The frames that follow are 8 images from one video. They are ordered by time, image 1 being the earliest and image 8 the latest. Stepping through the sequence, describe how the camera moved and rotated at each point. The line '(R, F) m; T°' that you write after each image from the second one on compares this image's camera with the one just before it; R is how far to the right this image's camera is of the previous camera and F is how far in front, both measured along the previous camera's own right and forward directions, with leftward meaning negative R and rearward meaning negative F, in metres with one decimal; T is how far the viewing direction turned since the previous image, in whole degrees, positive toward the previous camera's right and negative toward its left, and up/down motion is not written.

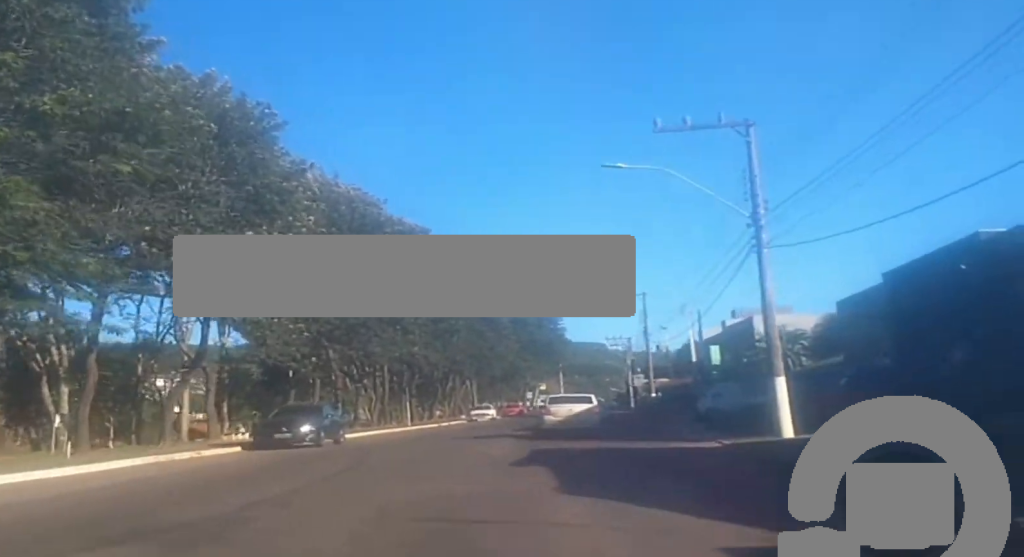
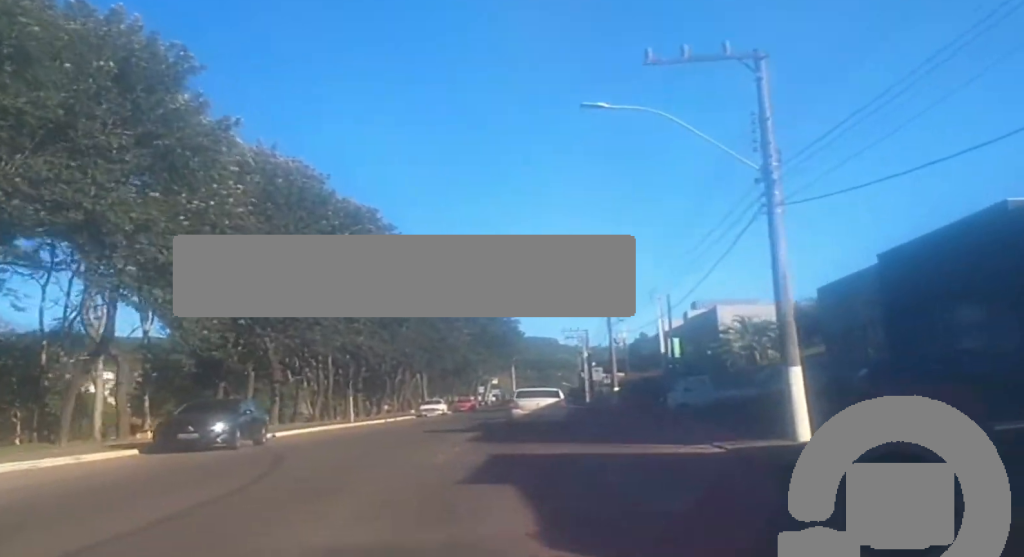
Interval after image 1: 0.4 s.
(+0.4, +4.6) m; +3°
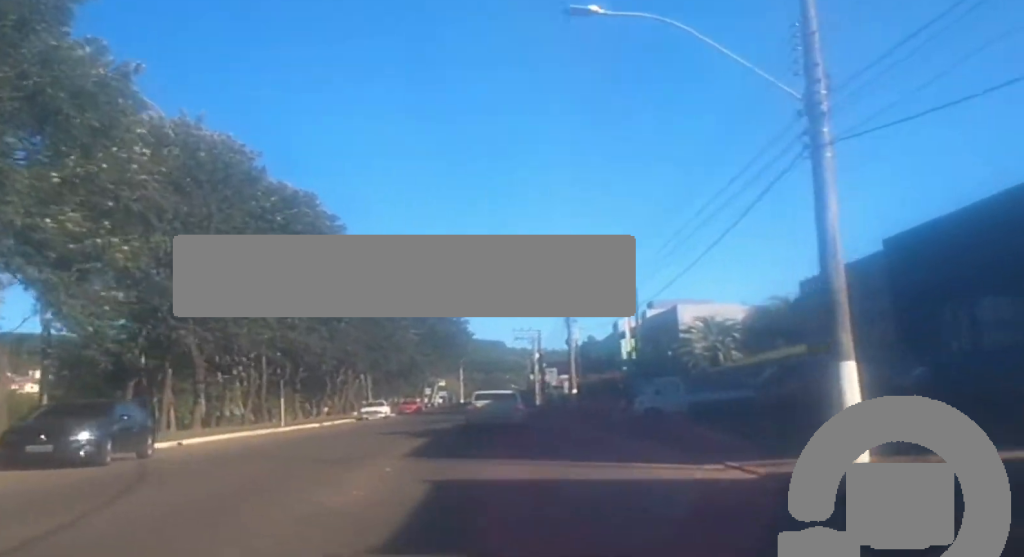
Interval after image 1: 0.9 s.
(+0.1, +4.9) m; +3°
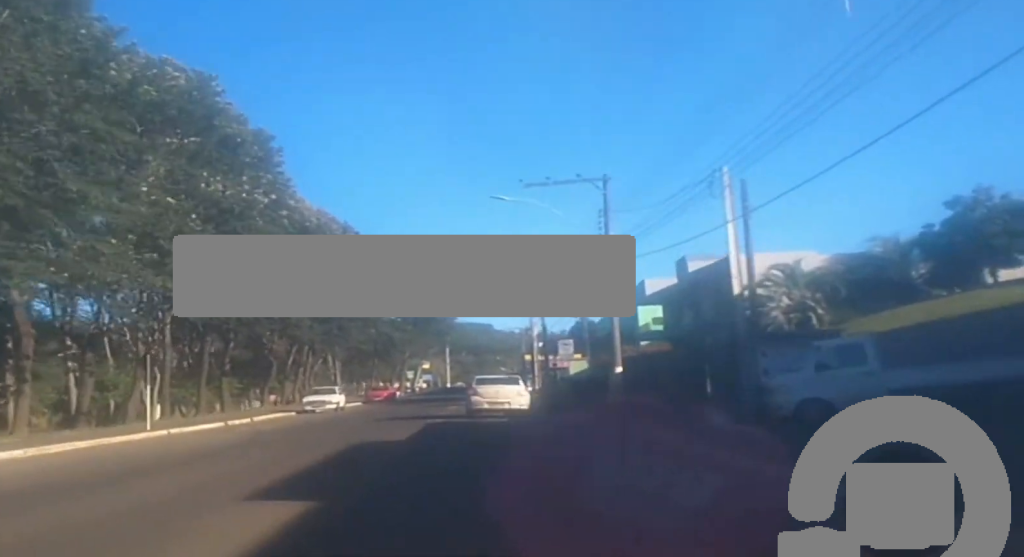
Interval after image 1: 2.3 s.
(+0.7, +17.8) m; +2°
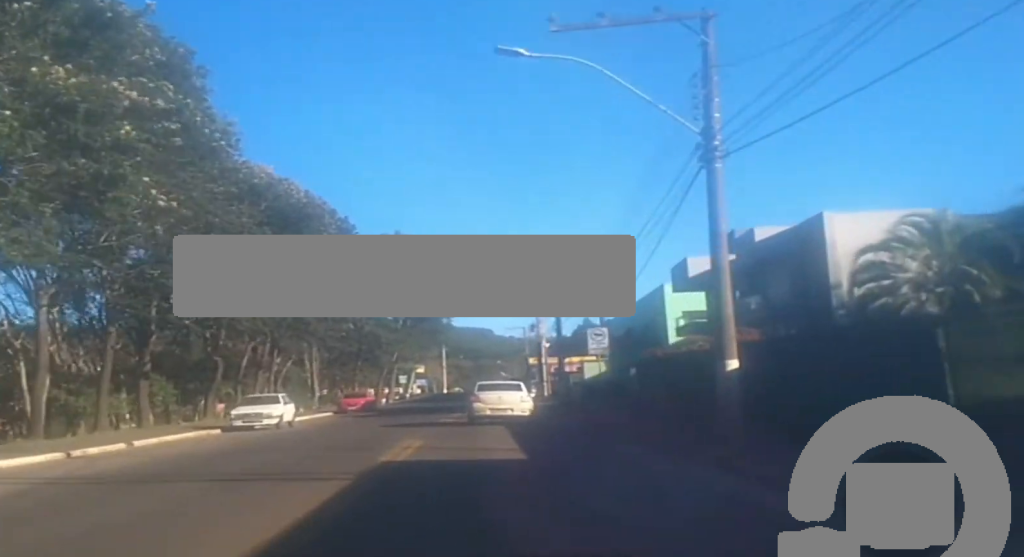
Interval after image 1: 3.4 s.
(+0.1, +14.6) m; 0°
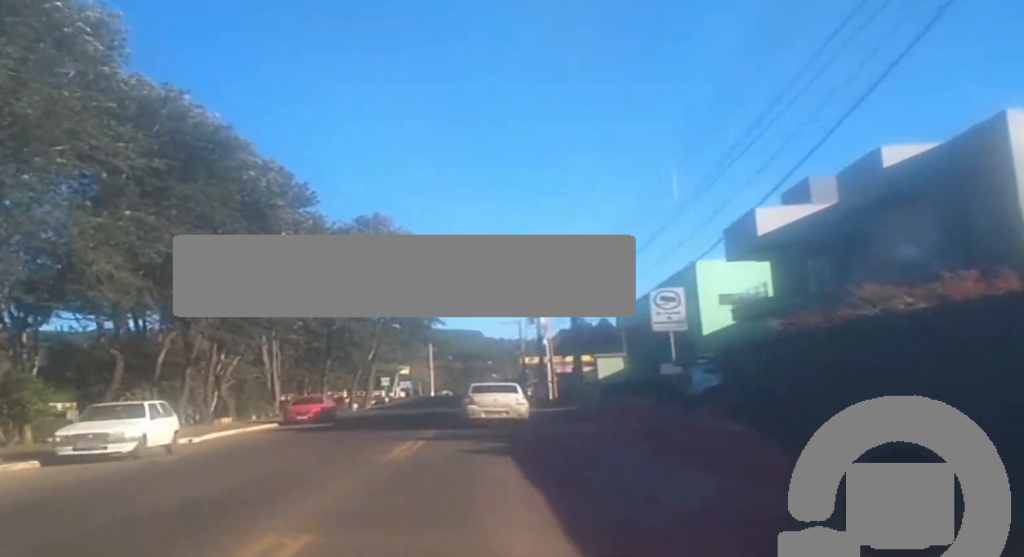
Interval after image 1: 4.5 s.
(-0.1, +13.9) m; 0°
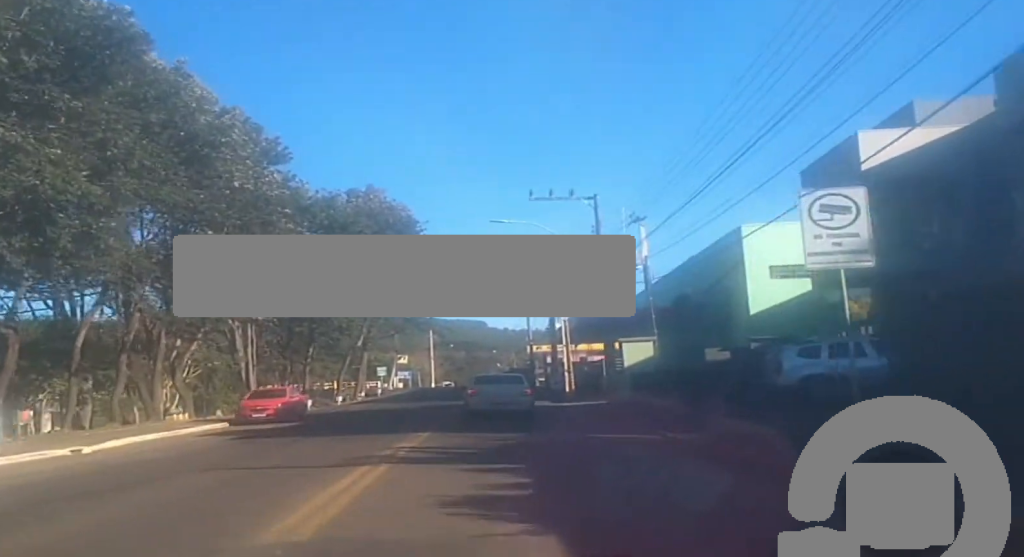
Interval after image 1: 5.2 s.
(0.0, +9.3) m; 0°
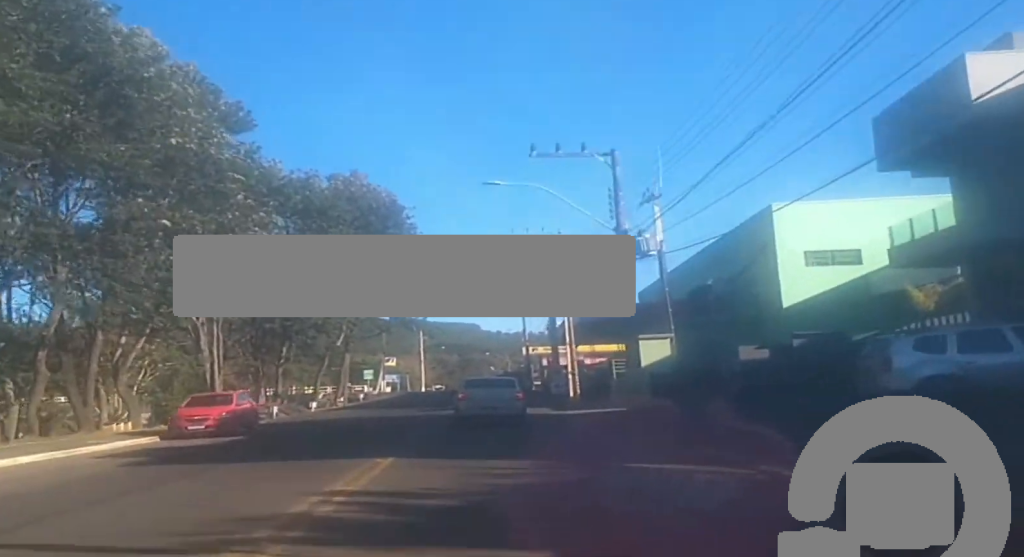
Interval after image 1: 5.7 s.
(0.0, +6.6) m; 0°
